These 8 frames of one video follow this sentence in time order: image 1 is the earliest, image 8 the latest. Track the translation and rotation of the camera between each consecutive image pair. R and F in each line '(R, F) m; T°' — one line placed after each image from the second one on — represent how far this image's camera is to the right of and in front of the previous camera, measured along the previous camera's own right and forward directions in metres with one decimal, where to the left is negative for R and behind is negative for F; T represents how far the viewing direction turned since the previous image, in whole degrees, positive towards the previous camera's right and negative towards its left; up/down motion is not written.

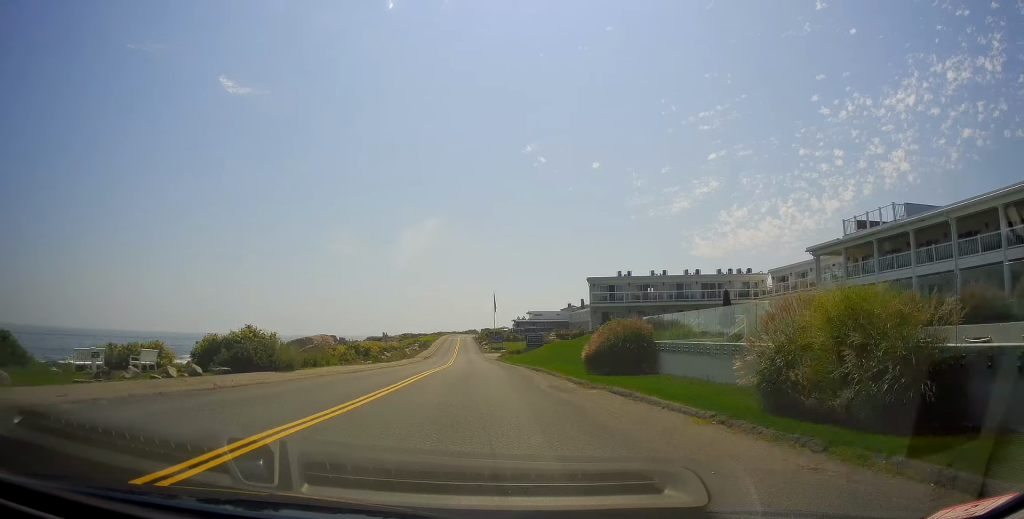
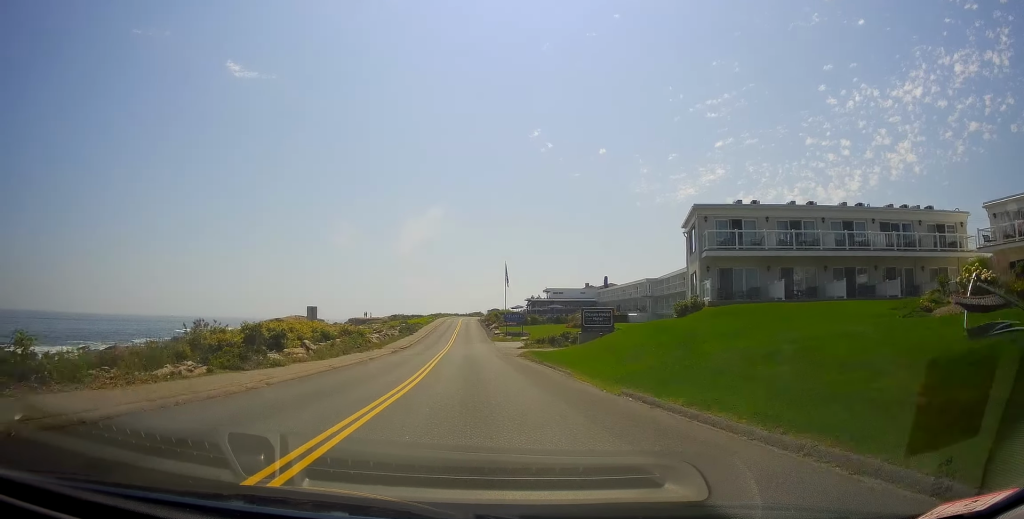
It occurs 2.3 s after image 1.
(+1.9, +30.8) m; +6°
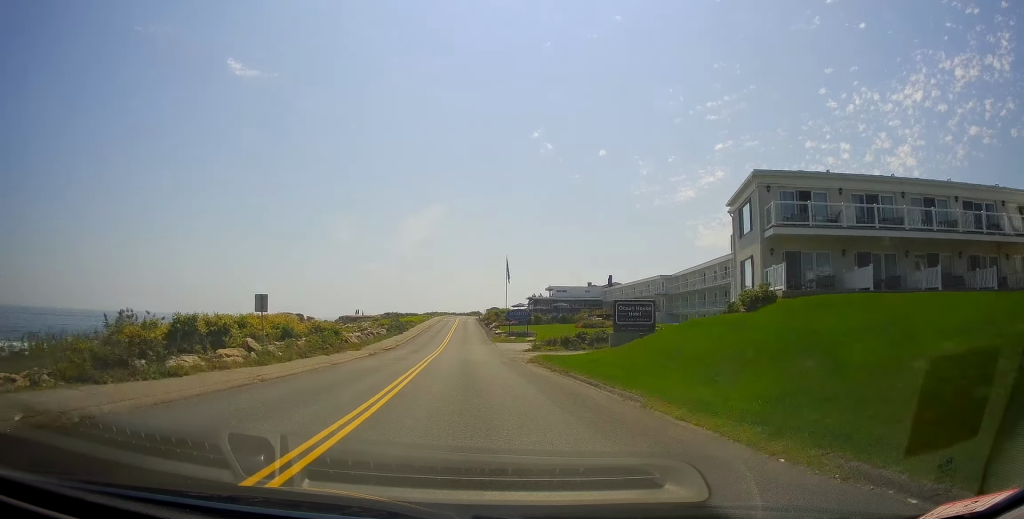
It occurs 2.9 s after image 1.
(+0.2, +8.0) m; 0°
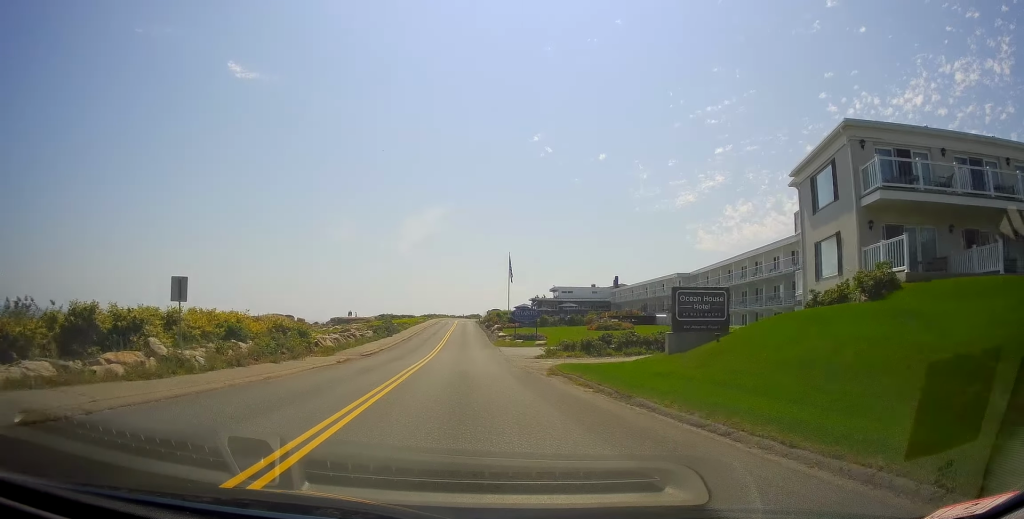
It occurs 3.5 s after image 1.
(+0.2, +7.6) m; 0°
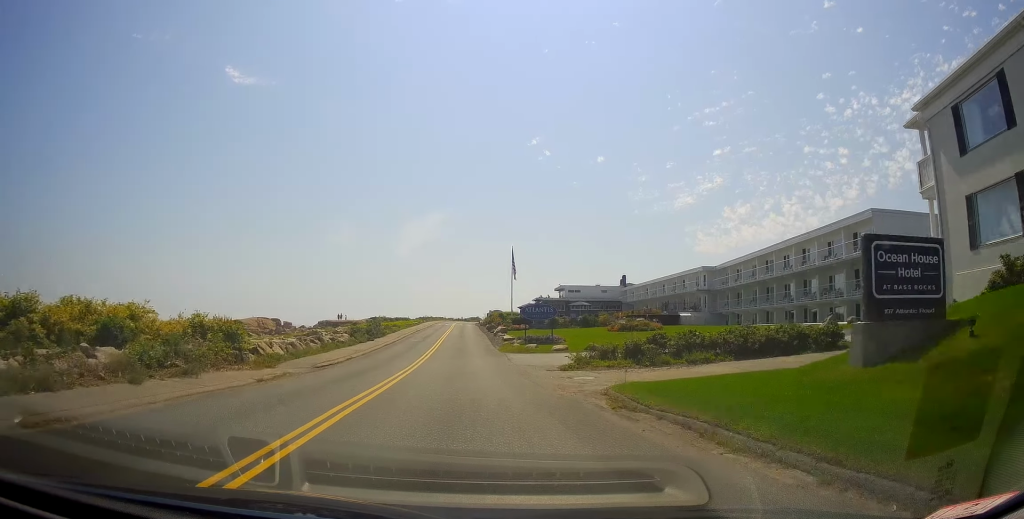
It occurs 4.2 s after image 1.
(-0.3, +9.4) m; -1°
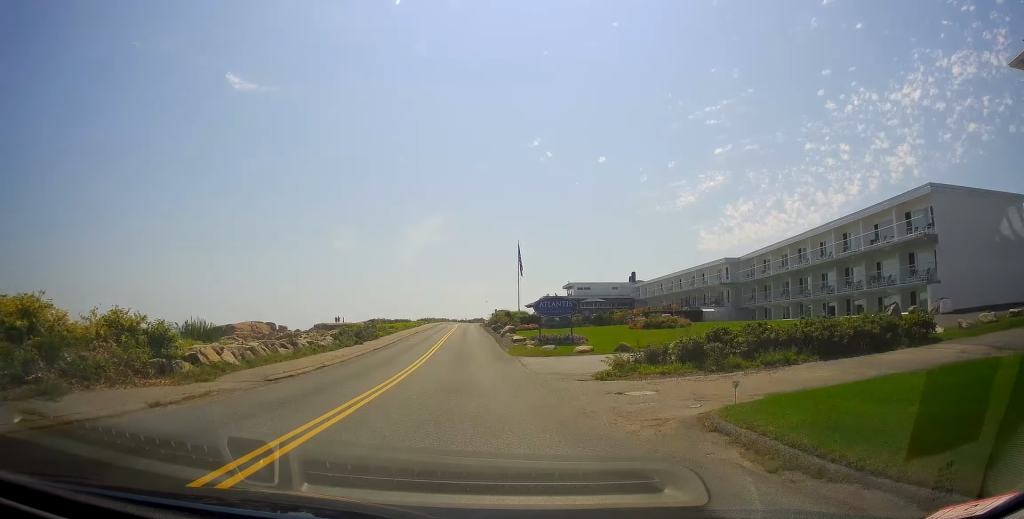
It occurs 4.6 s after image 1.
(0.0, +5.8) m; 0°
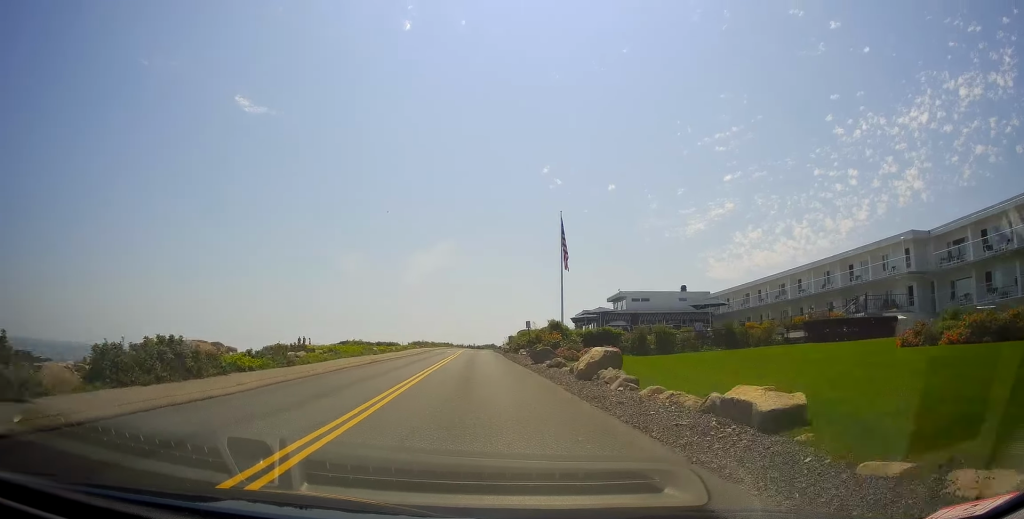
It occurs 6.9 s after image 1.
(0.0, +30.3) m; -1°
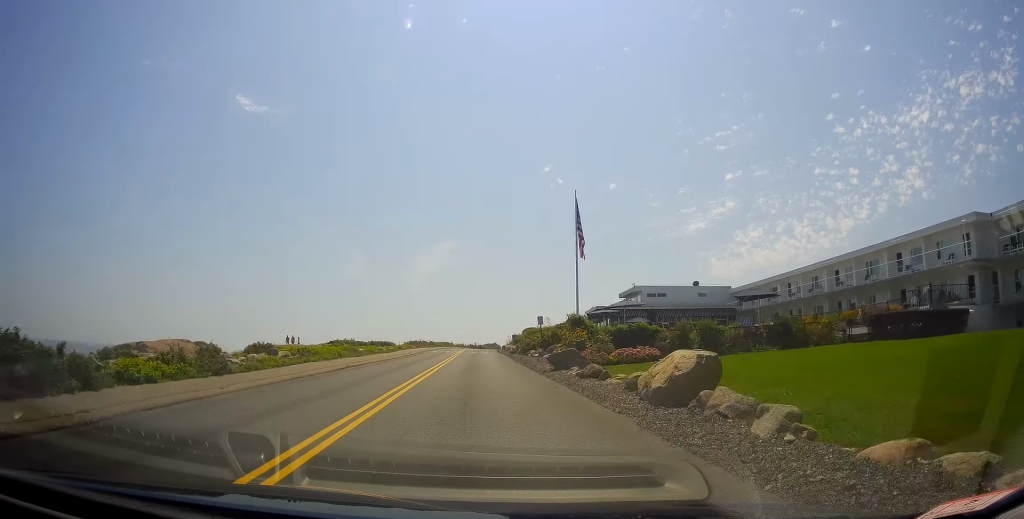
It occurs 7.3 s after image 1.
(+0.1, +6.5) m; -1°
